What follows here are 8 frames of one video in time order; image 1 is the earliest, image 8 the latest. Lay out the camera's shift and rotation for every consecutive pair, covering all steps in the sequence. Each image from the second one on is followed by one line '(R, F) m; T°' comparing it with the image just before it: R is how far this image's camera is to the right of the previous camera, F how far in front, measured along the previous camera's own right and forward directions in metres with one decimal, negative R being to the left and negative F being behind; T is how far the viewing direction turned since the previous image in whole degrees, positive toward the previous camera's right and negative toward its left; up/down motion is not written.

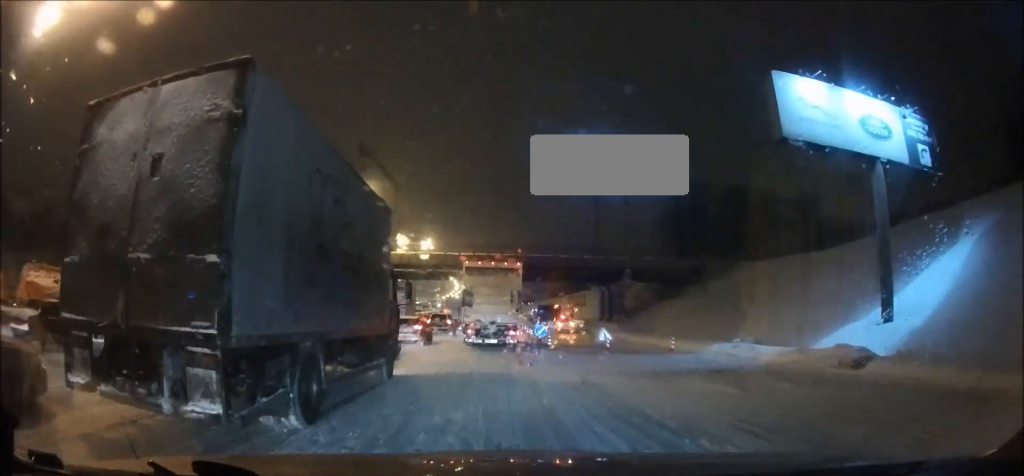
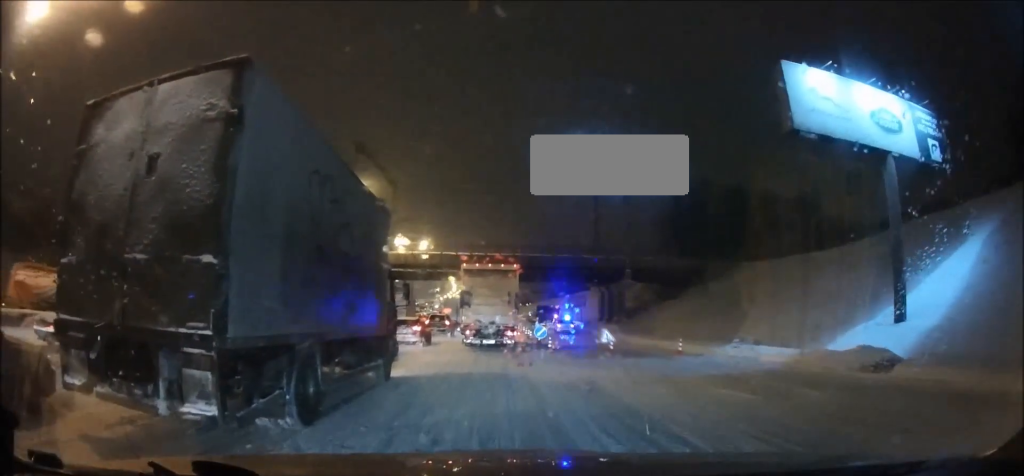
(-0.1, +1.3) m; -1°
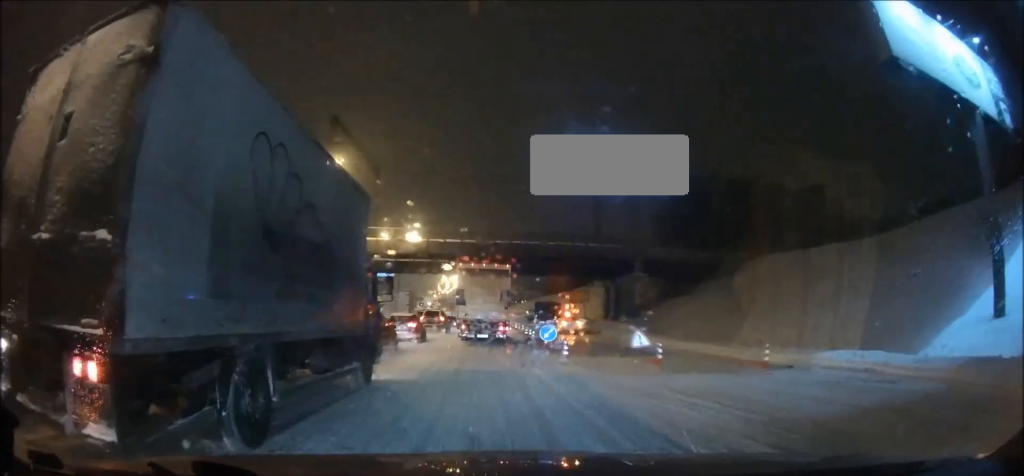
(-0.1, +7.1) m; +1°
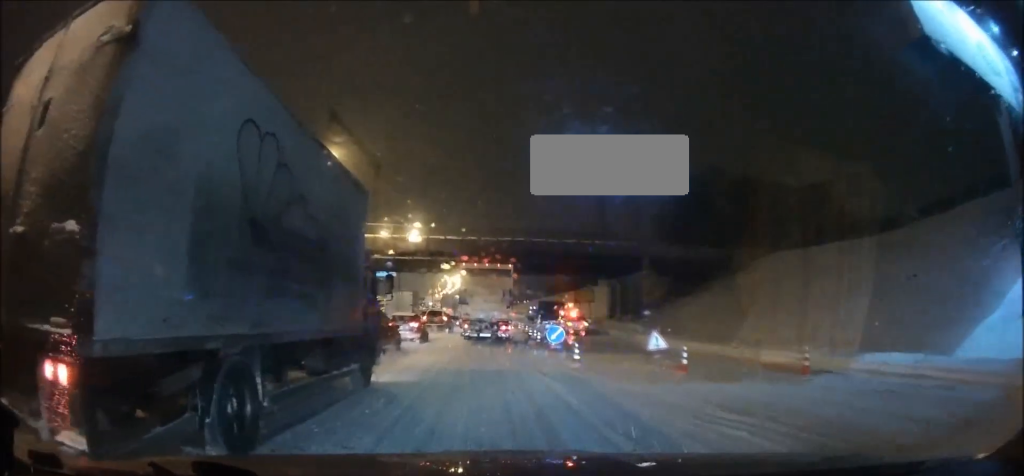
(0.0, +1.8) m; +2°
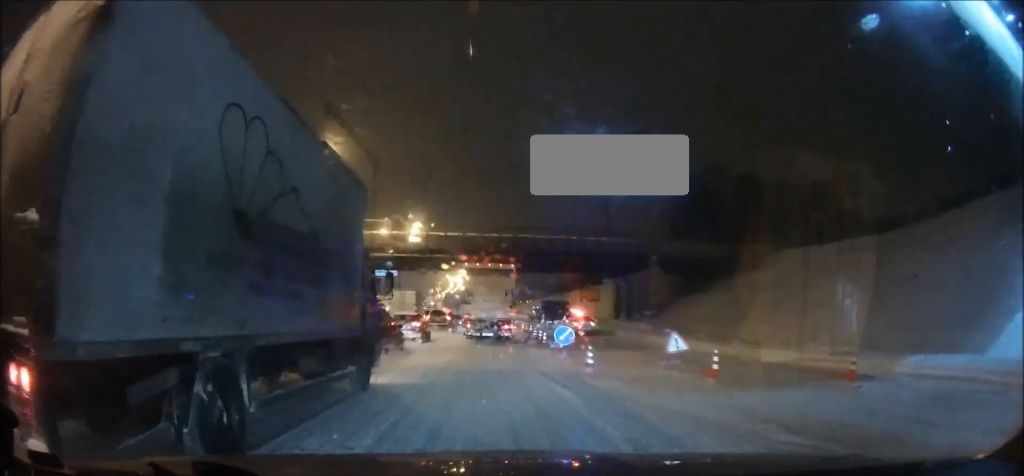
(+0.1, +1.8) m; +2°
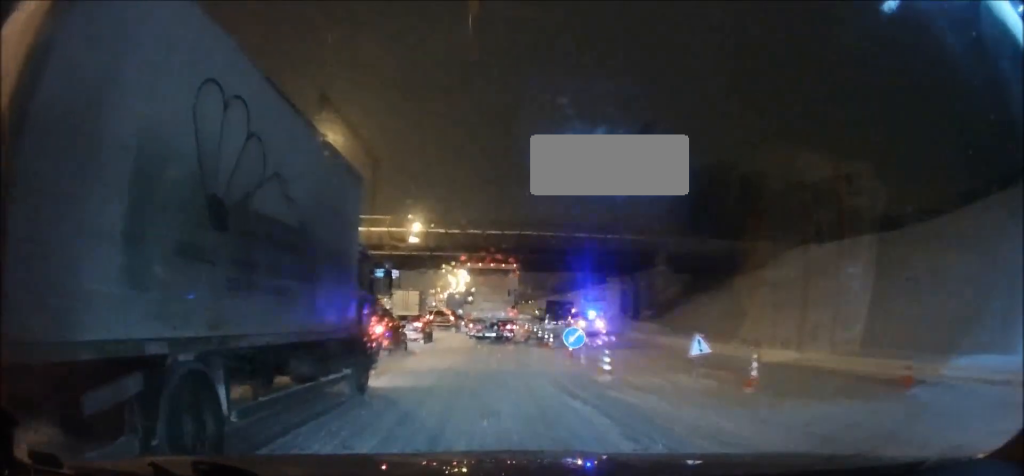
(0.0, +1.7) m; +1°
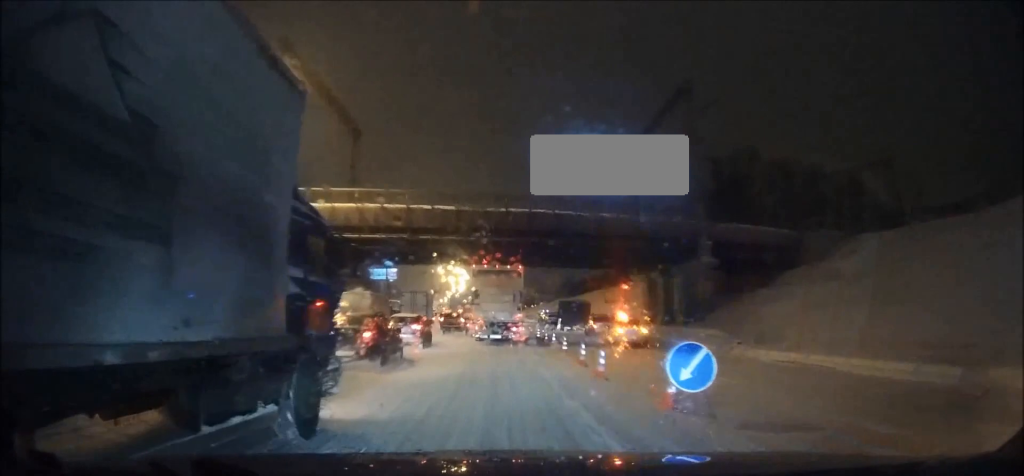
(-0.1, +11.8) m; -2°
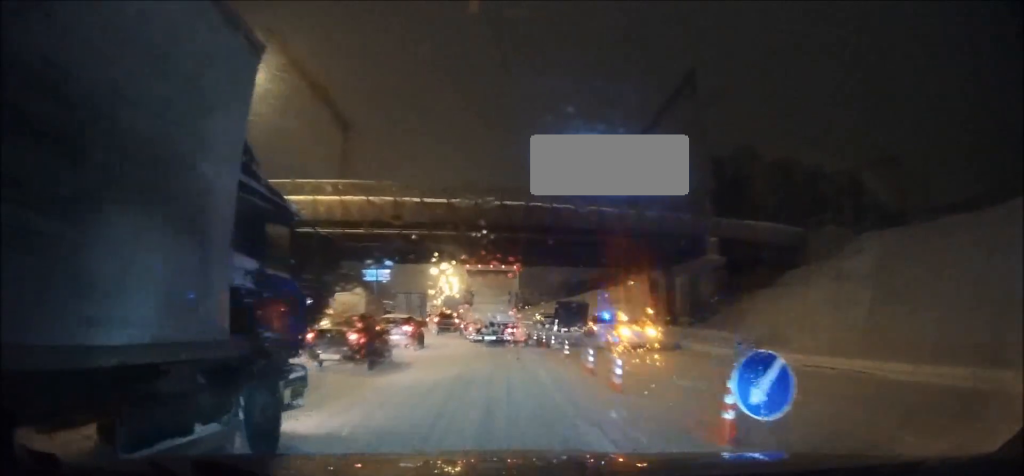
(0.0, +2.6) m; 0°
